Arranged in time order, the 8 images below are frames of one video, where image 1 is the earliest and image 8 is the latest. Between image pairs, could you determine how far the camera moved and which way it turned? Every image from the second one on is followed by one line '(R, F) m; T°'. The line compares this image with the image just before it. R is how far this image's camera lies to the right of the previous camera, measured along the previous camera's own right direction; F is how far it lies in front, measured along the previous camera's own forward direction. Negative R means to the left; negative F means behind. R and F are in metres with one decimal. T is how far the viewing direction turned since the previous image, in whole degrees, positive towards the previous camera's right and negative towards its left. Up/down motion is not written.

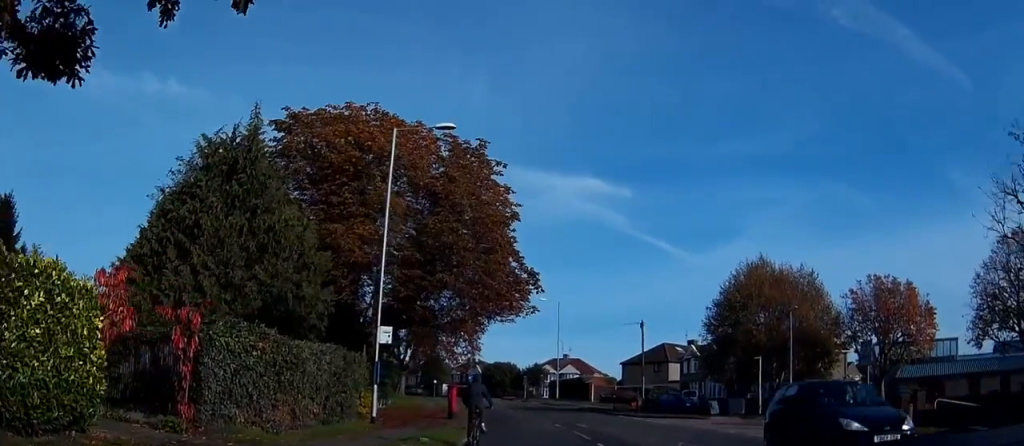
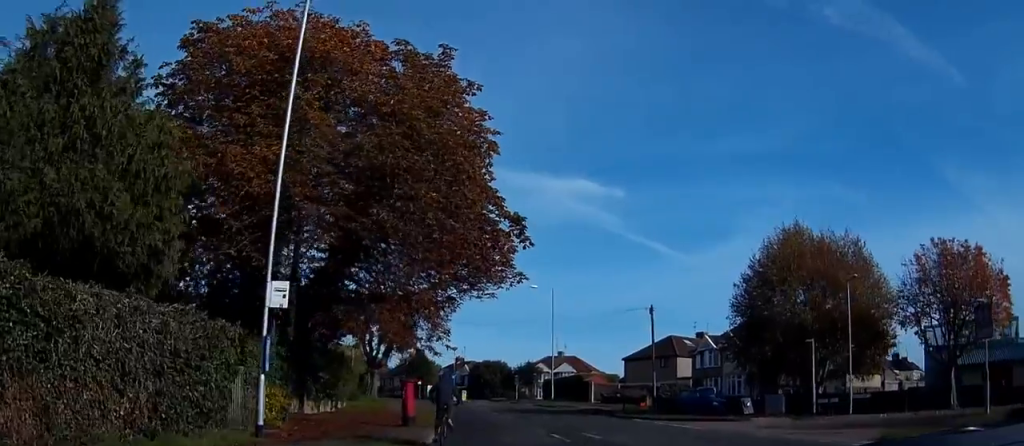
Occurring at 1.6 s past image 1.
(0.0, +9.6) m; 0°
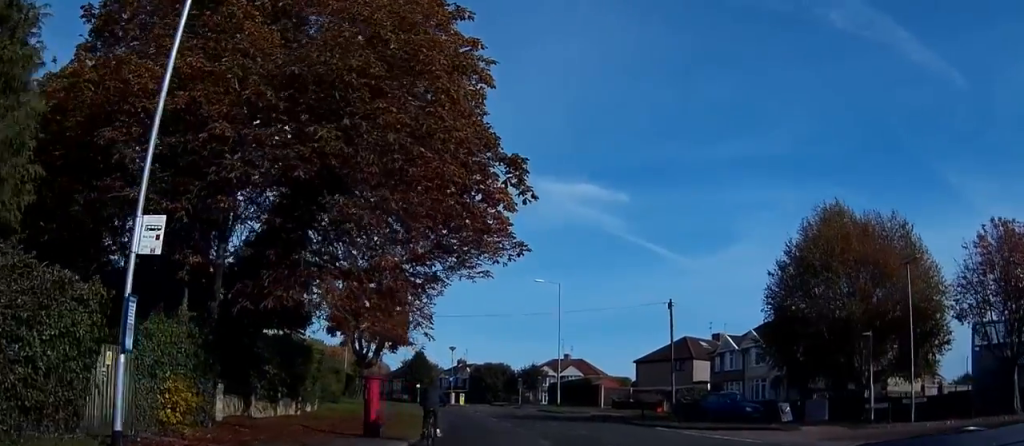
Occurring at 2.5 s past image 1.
(0.0, +5.8) m; +1°
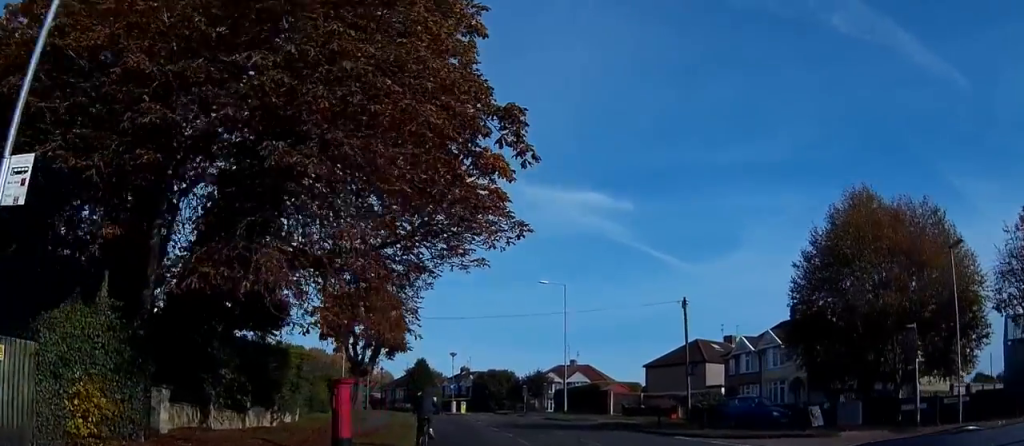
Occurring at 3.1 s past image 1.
(0.0, +3.4) m; -1°
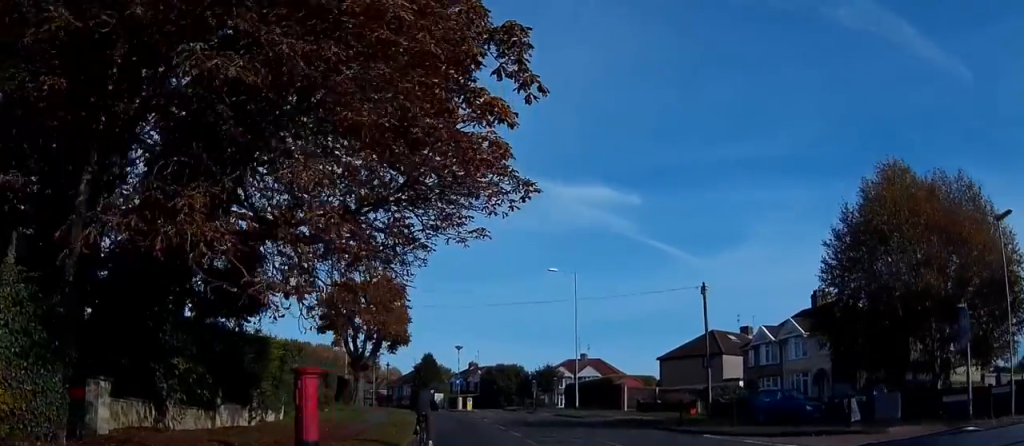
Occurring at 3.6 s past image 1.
(0.0, +2.9) m; -1°
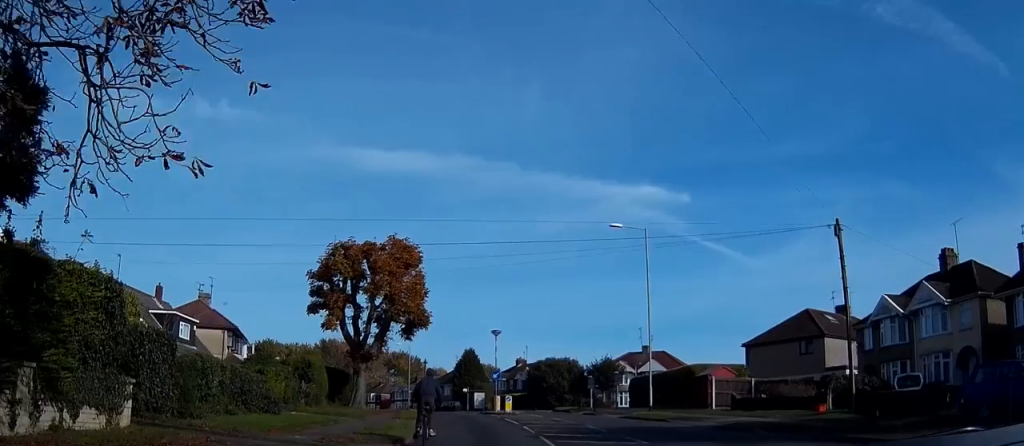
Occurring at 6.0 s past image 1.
(-0.7, +14.1) m; -5°
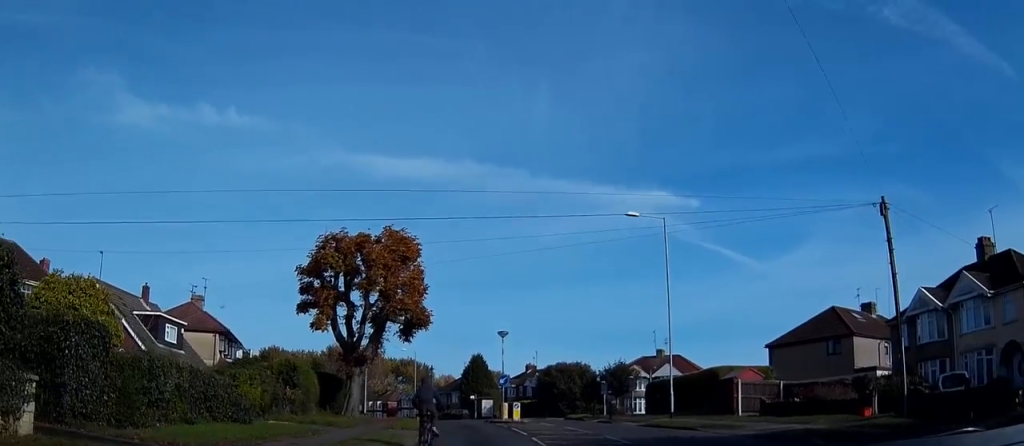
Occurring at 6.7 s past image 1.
(0.0, +3.7) m; -2°
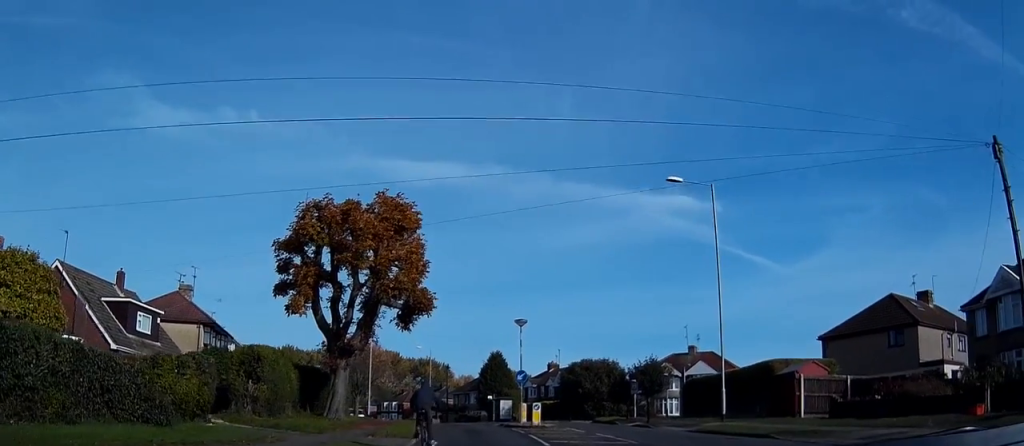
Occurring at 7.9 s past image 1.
(-0.2, +6.3) m; -3°
